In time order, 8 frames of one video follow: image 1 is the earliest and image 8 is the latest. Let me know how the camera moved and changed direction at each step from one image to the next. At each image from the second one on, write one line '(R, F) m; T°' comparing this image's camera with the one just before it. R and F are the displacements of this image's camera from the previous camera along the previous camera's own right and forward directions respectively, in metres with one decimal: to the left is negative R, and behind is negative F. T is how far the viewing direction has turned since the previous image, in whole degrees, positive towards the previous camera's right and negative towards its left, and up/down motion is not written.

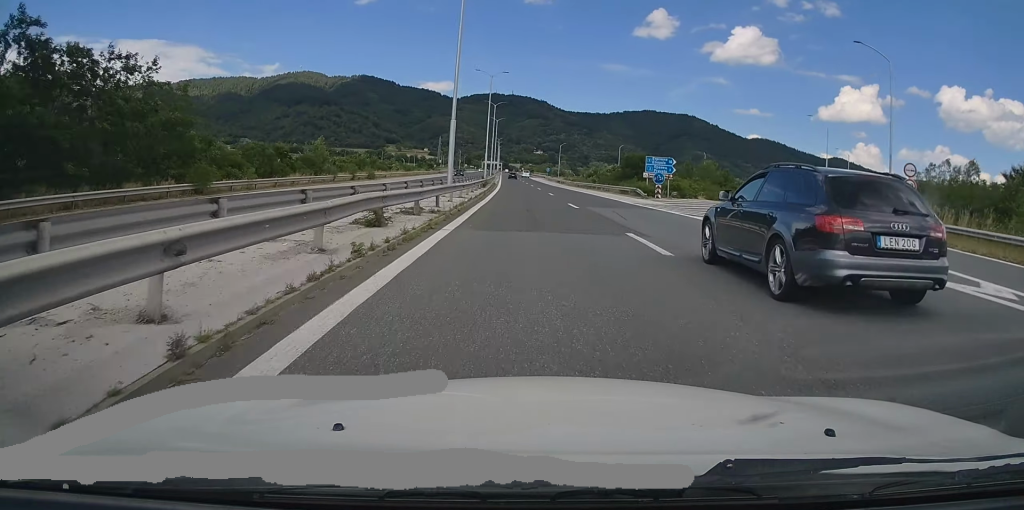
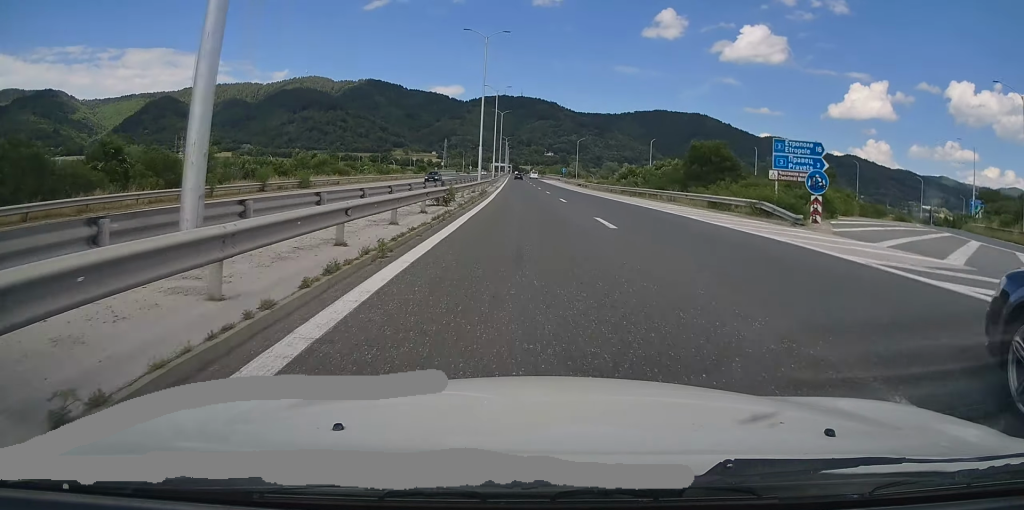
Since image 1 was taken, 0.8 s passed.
(-0.2, +27.2) m; -1°
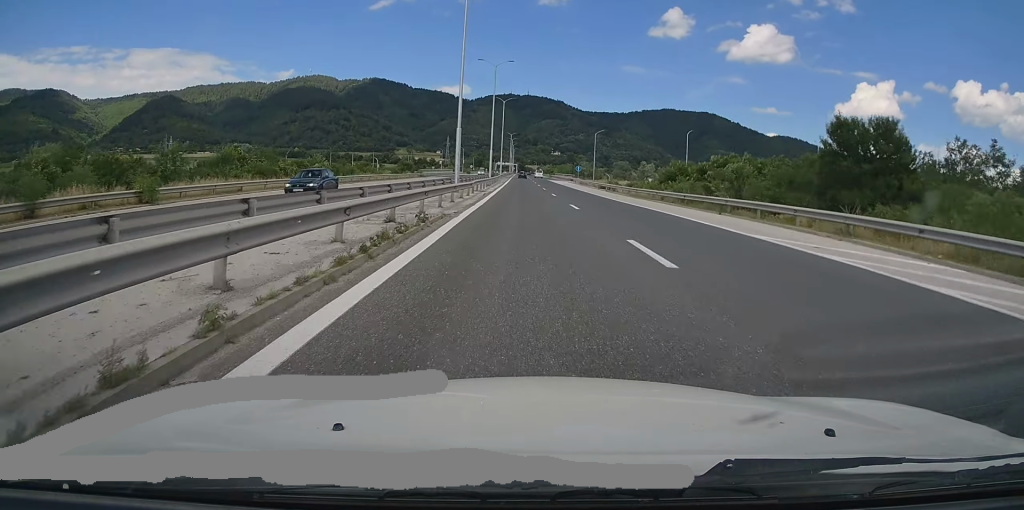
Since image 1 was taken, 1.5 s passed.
(-0.2, +24.0) m; -1°
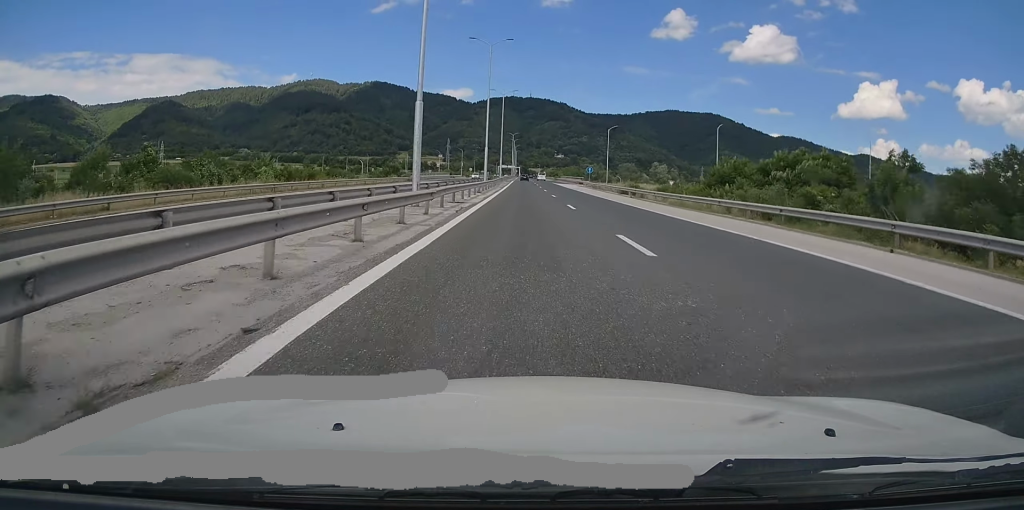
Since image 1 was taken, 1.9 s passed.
(-0.2, +14.9) m; 0°
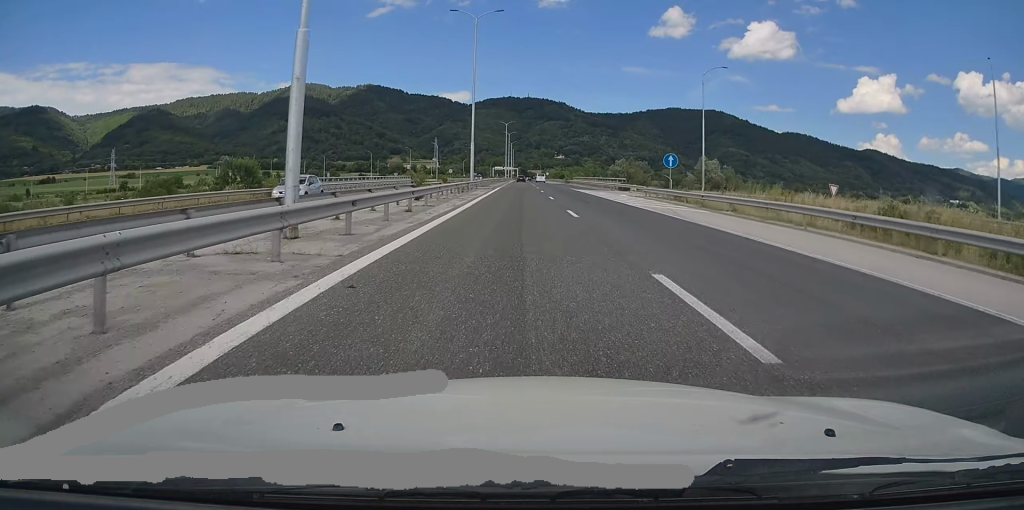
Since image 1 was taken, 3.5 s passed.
(-0.3, +54.8) m; 0°
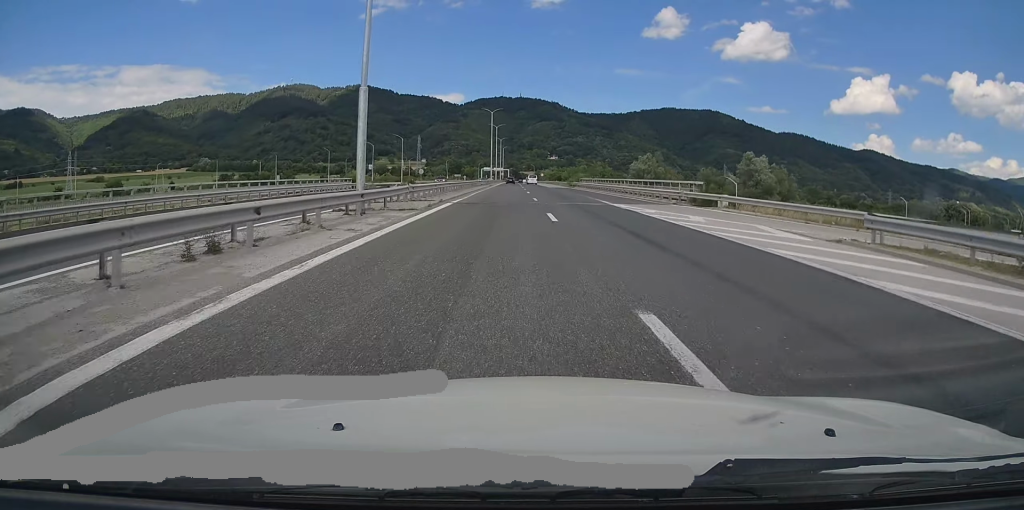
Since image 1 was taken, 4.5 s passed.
(+0.4, +34.2) m; +1°
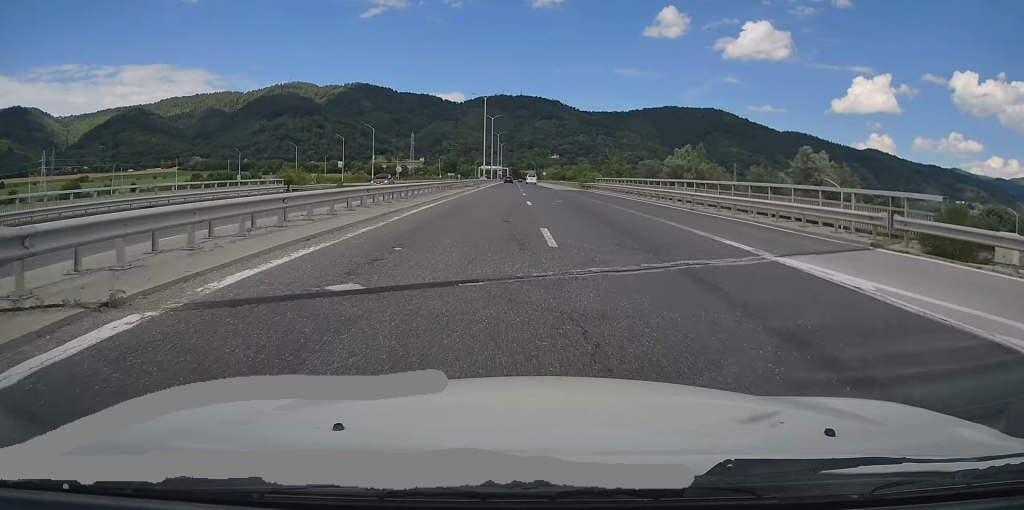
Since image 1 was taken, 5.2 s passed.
(0.0, +22.7) m; 0°
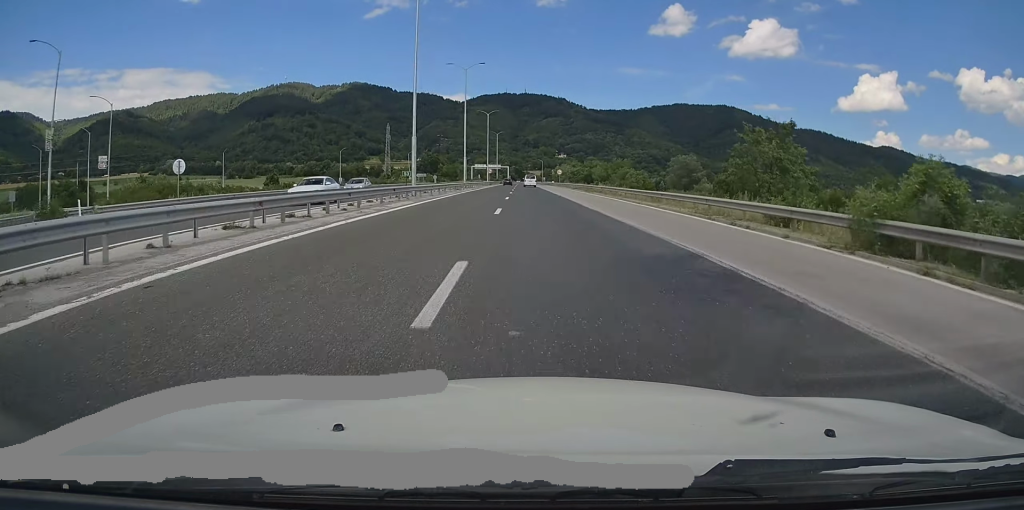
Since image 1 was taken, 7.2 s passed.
(-0.6, +69.3) m; -1°
